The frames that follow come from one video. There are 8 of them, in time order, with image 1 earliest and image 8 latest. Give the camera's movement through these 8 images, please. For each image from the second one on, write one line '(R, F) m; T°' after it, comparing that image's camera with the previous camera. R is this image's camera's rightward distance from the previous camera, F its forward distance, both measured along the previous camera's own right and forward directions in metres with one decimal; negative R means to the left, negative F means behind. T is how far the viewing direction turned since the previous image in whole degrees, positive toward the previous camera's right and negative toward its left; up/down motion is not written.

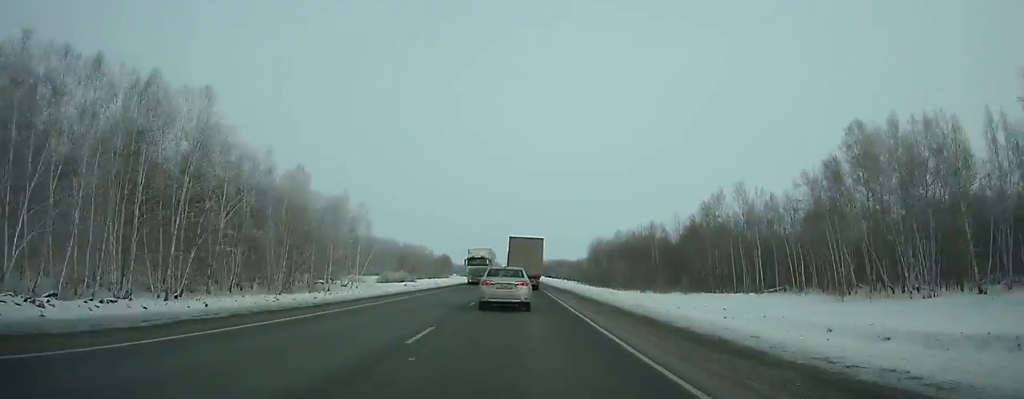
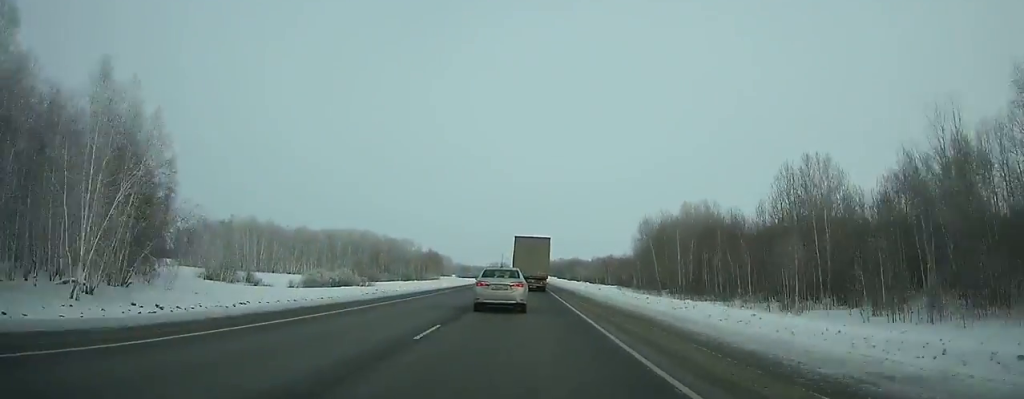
(+0.1, +70.5) m; 0°
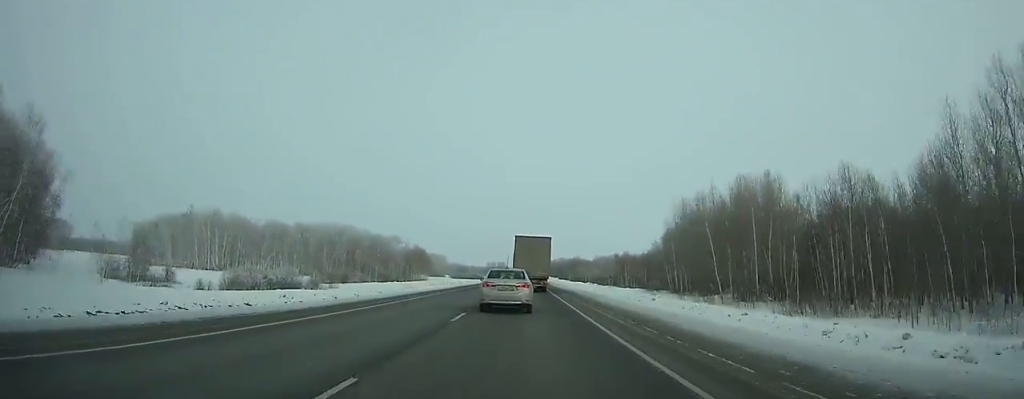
(0.0, +30.8) m; 0°
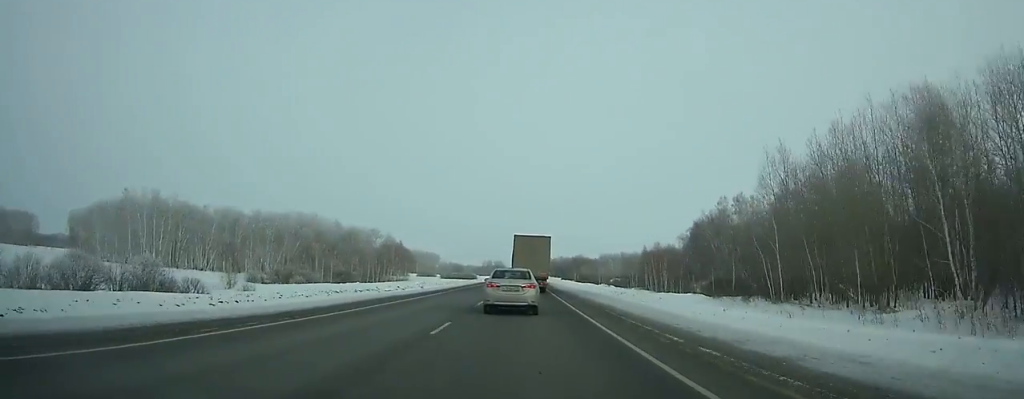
(+0.1, +38.9) m; 0°
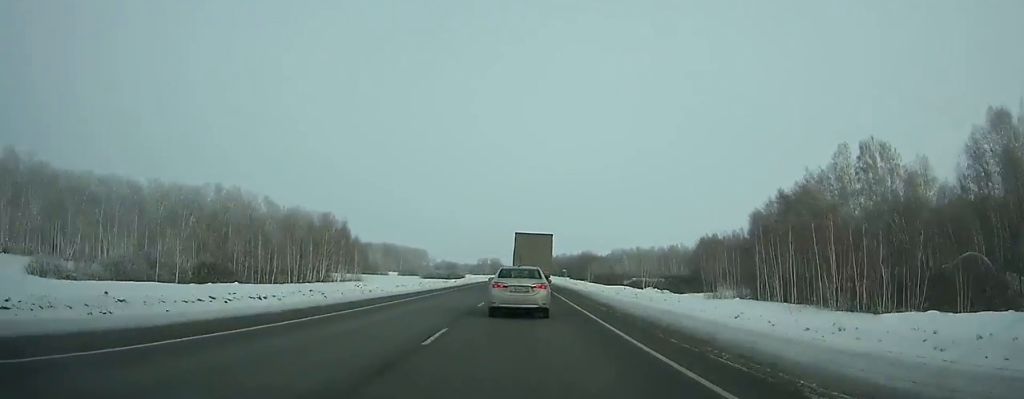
(-0.1, +61.0) m; 0°
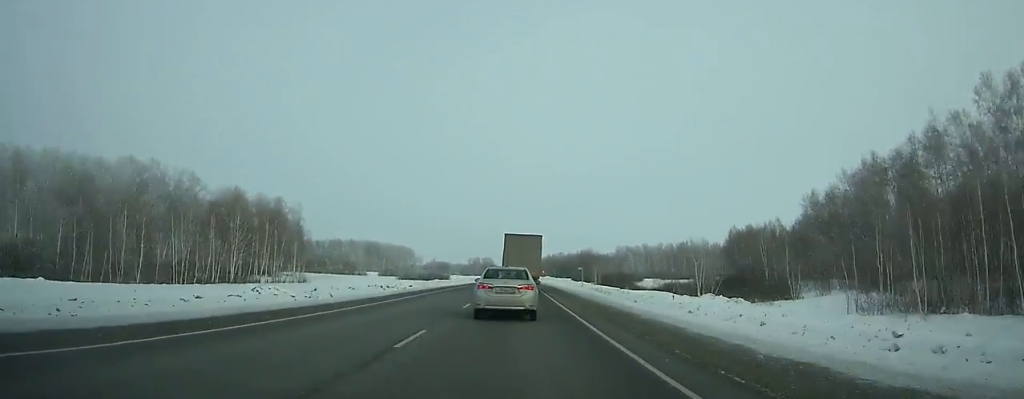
(+0.1, +36.3) m; 0°
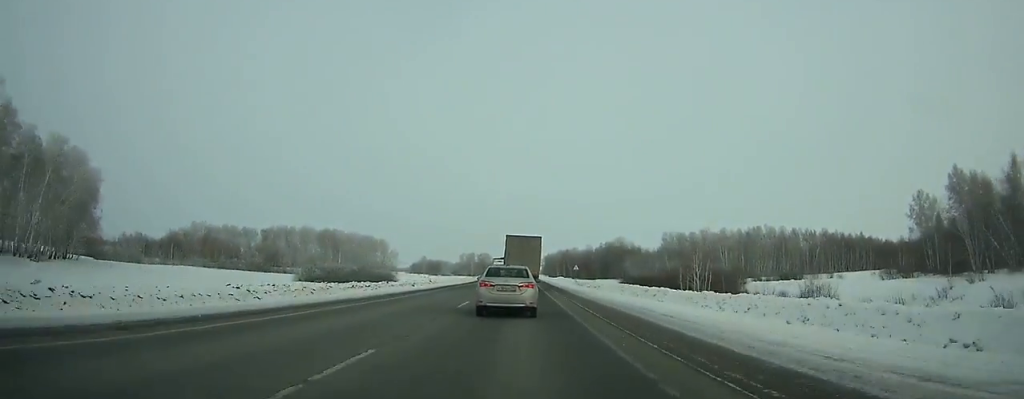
(-0.2, +104.4) m; 0°
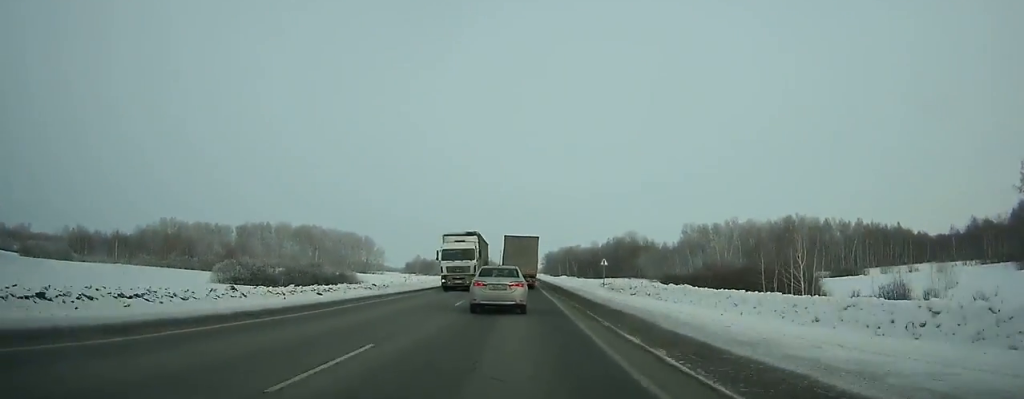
(0.0, +32.1) m; 0°
